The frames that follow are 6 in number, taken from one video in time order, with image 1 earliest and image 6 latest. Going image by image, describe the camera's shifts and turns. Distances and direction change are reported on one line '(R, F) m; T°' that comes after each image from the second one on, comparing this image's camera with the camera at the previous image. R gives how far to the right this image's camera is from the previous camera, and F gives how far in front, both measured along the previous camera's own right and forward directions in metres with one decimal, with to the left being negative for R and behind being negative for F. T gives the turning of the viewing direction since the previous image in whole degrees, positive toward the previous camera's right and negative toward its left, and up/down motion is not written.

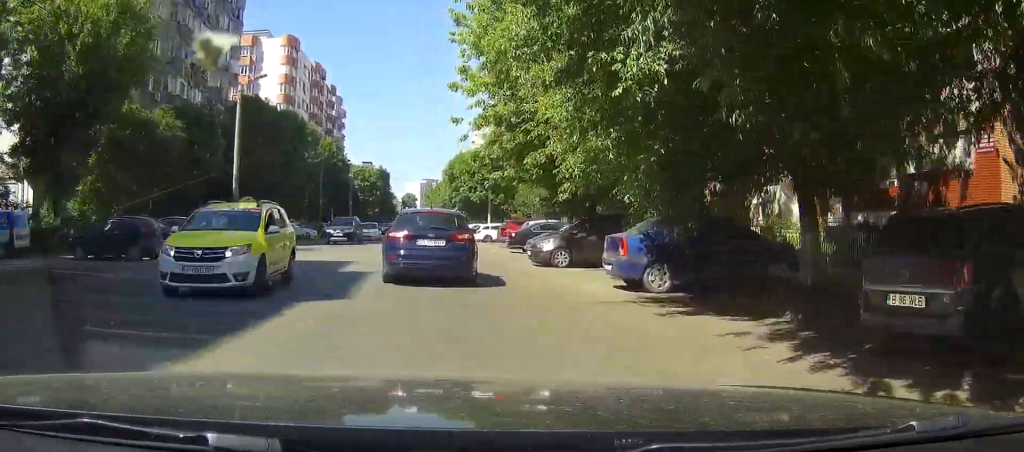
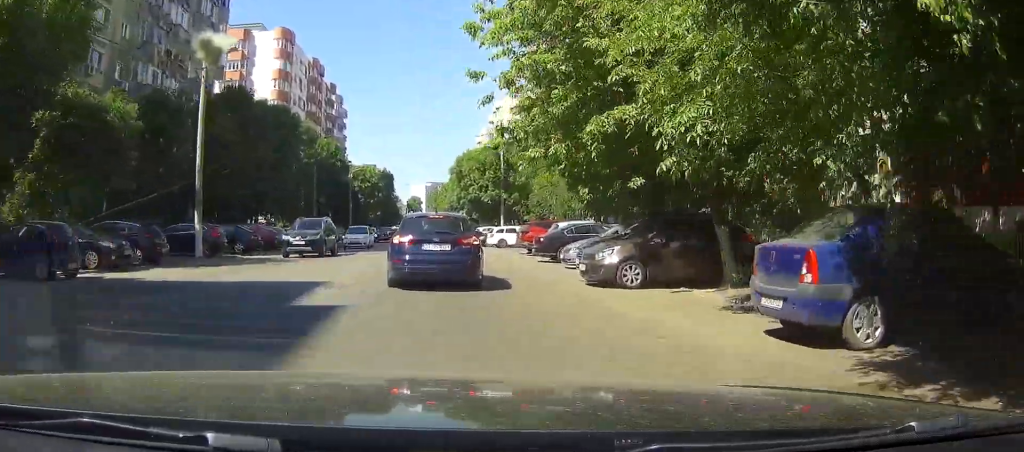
(0.0, +7.3) m; -1°
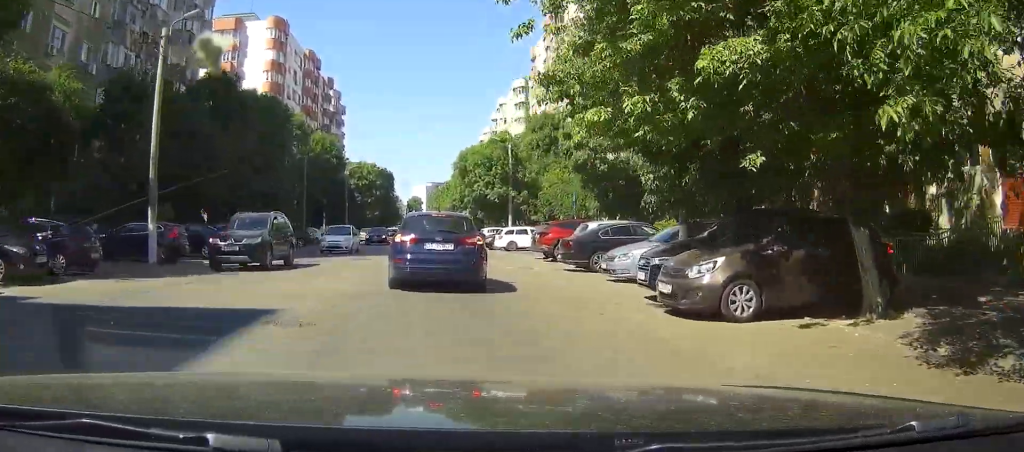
(+0.1, +5.5) m; -1°
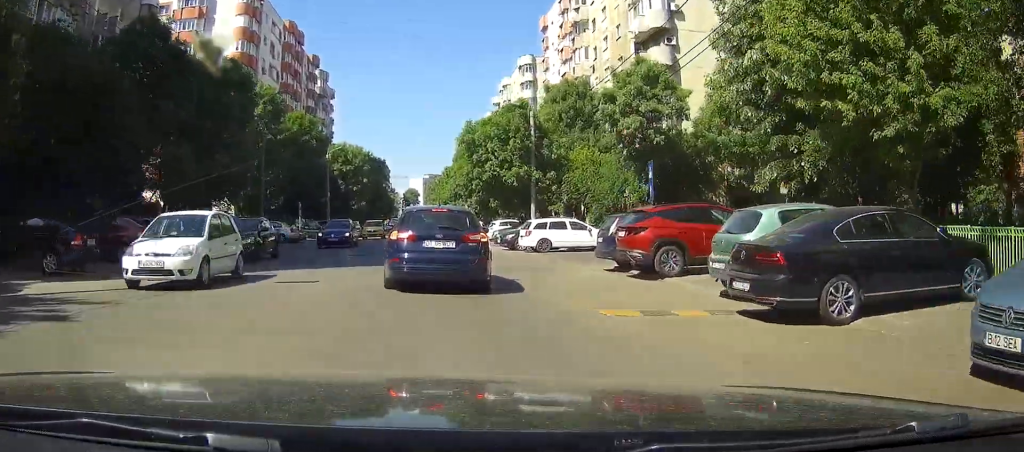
(-0.4, +13.1) m; -2°
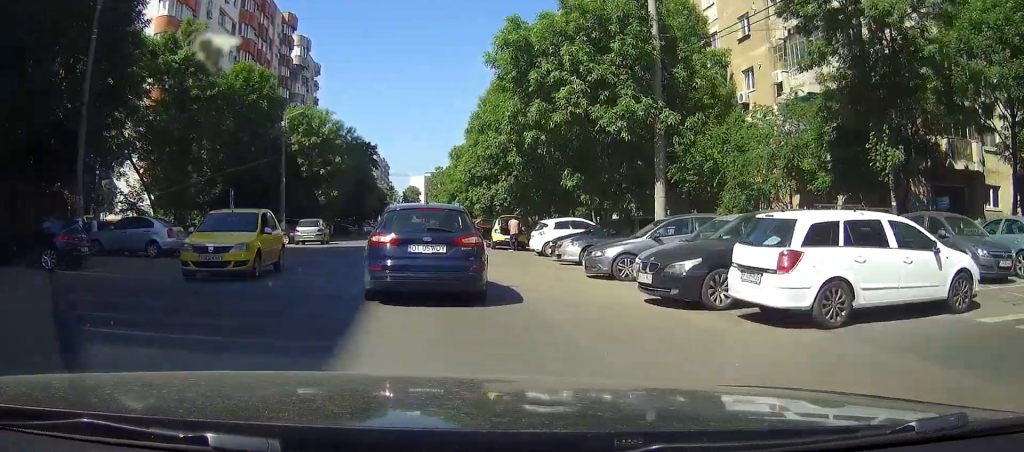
(-0.5, +23.0) m; -4°
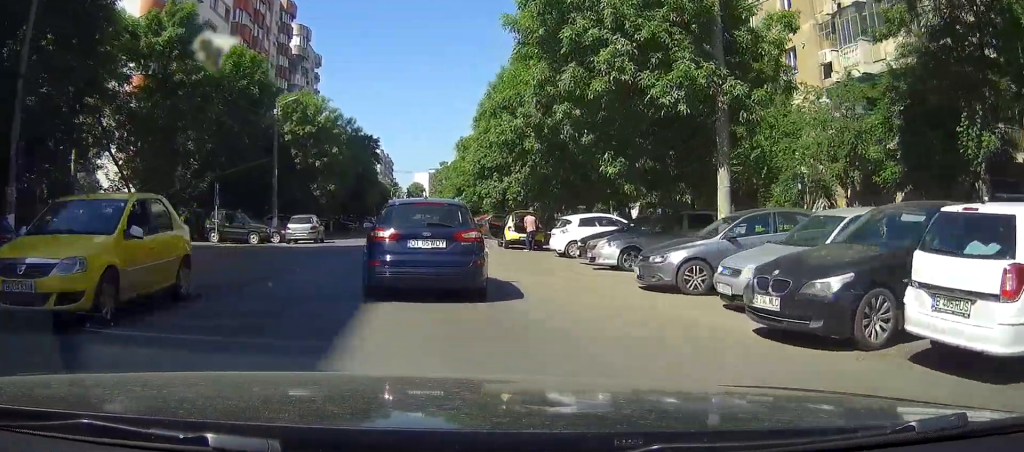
(0.0, +4.1) m; -1°
